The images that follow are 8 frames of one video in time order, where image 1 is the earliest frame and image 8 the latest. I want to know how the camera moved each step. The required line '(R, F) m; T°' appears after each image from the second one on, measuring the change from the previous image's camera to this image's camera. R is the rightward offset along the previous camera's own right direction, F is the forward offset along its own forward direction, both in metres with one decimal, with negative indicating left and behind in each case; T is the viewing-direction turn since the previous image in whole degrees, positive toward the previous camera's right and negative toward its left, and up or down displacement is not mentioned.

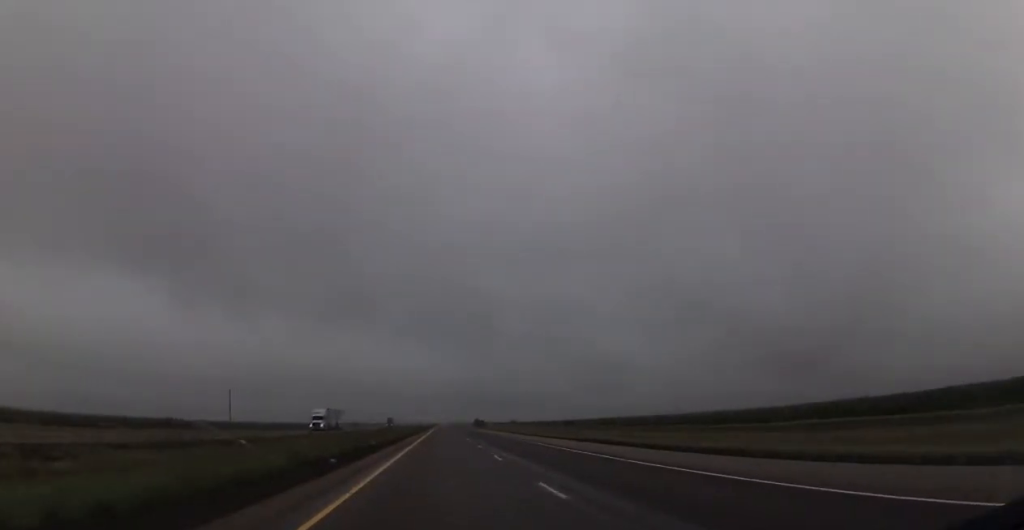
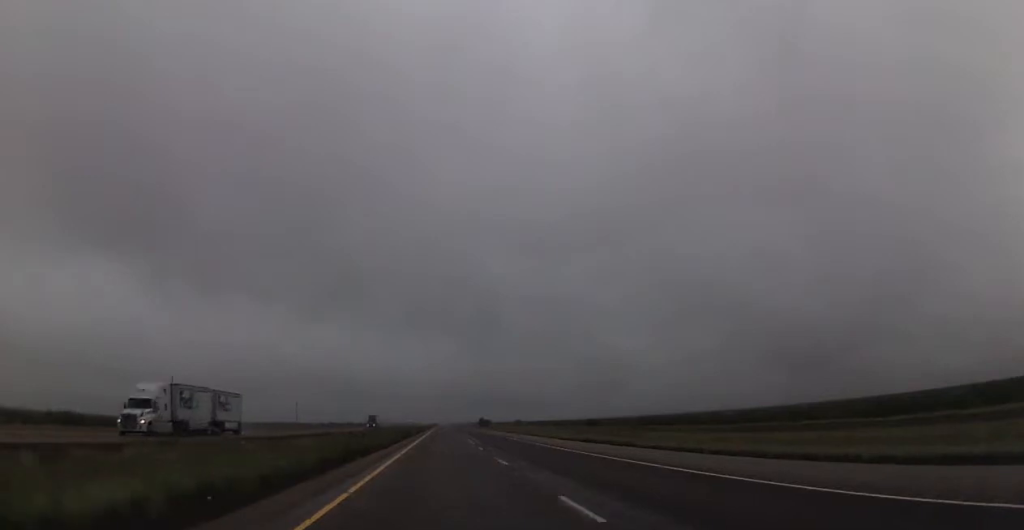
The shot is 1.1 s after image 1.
(-0.7, +39.4) m; 0°
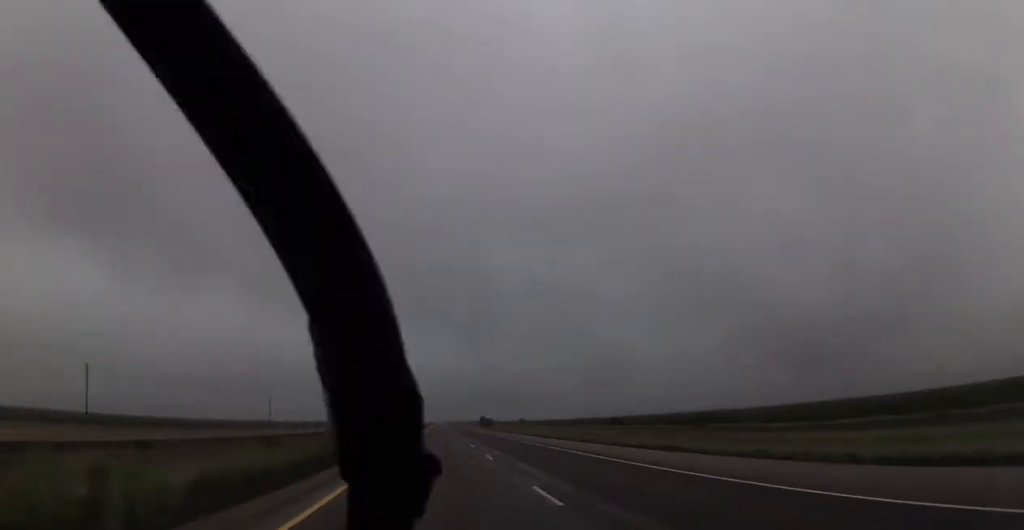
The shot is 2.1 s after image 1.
(+0.6, +34.6) m; +1°
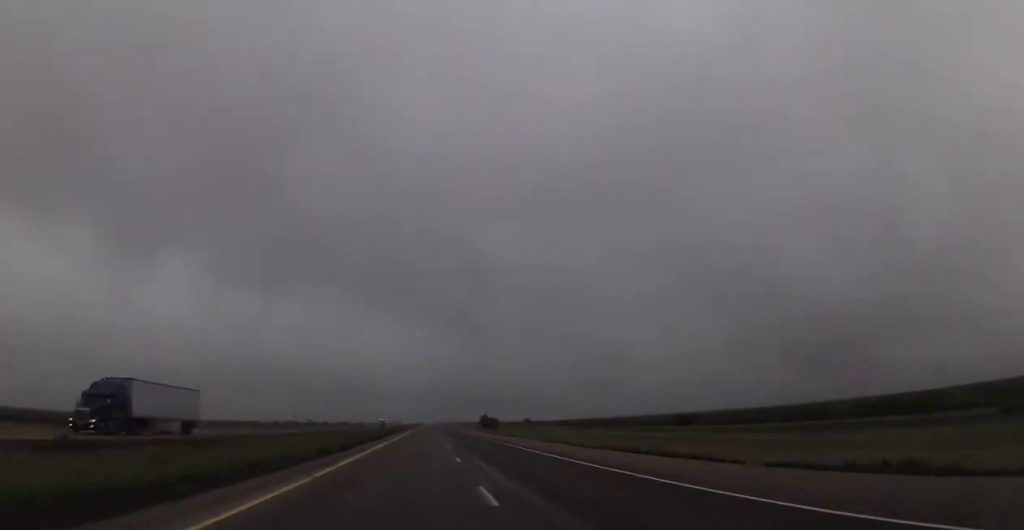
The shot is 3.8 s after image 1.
(+0.3, +61.1) m; +1°
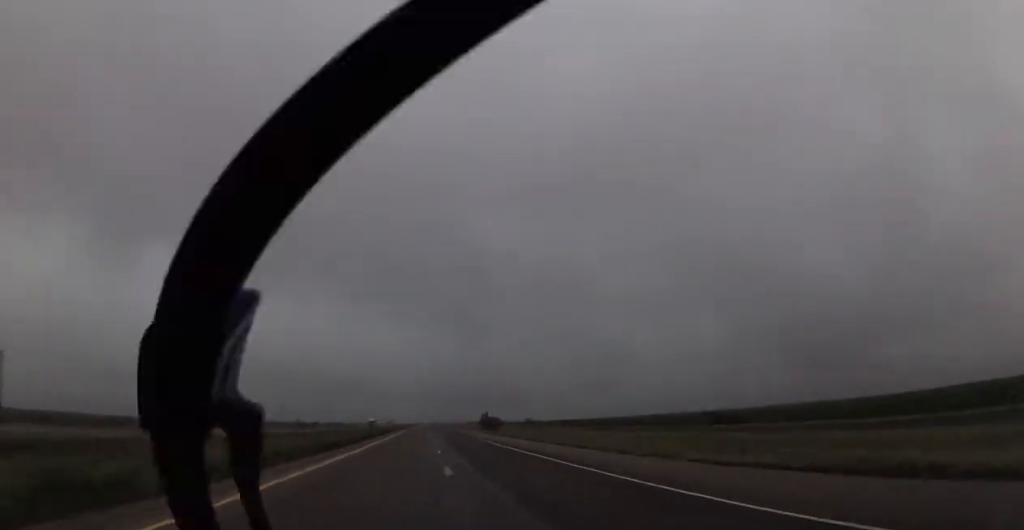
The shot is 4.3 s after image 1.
(+0.1, +18.0) m; 0°
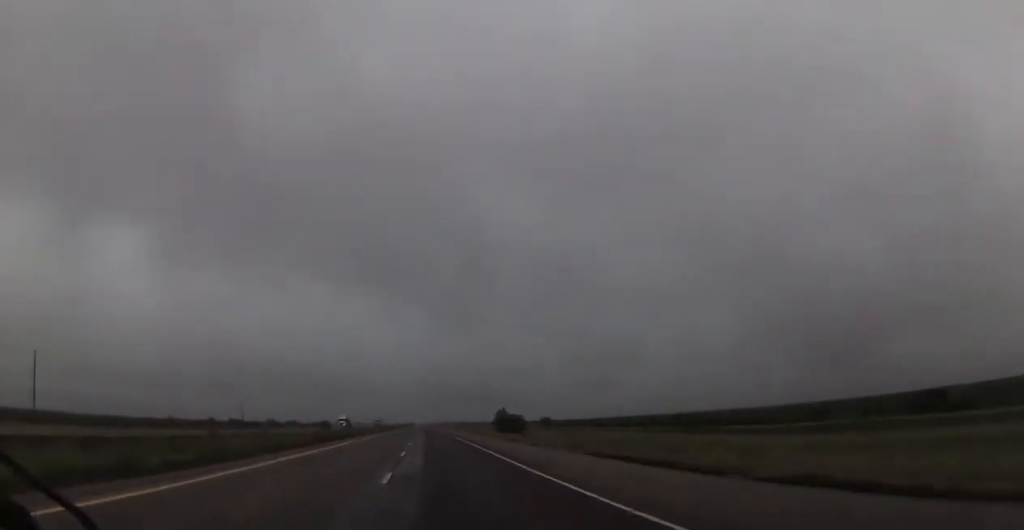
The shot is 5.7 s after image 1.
(-0.3, +51.8) m; -1°
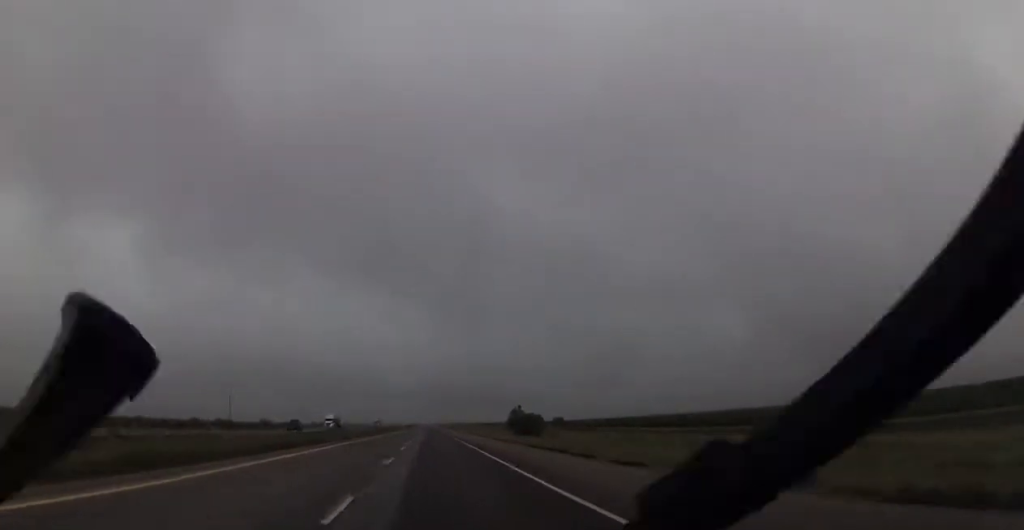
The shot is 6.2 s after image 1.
(-0.1, +18.1) m; 0°
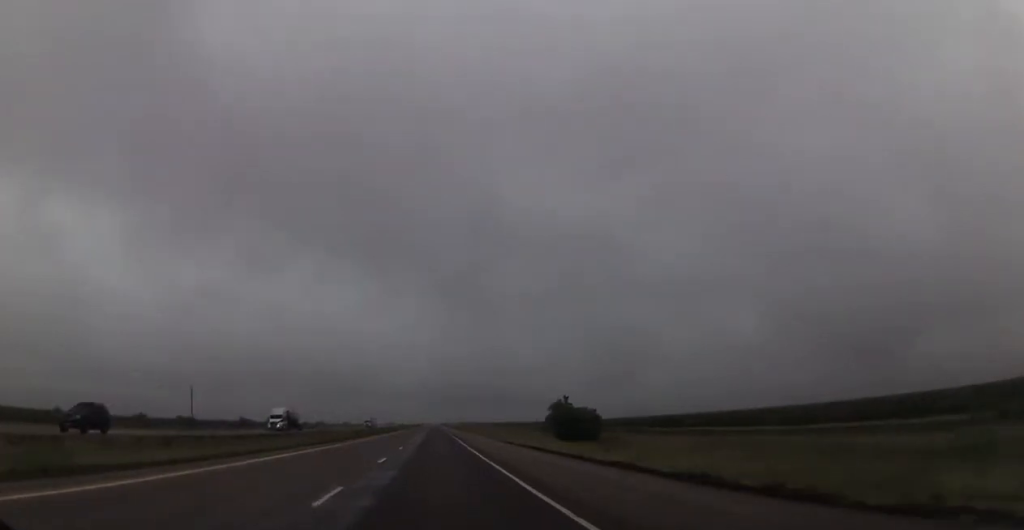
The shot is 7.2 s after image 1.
(+0.3, +35.1) m; 0°
